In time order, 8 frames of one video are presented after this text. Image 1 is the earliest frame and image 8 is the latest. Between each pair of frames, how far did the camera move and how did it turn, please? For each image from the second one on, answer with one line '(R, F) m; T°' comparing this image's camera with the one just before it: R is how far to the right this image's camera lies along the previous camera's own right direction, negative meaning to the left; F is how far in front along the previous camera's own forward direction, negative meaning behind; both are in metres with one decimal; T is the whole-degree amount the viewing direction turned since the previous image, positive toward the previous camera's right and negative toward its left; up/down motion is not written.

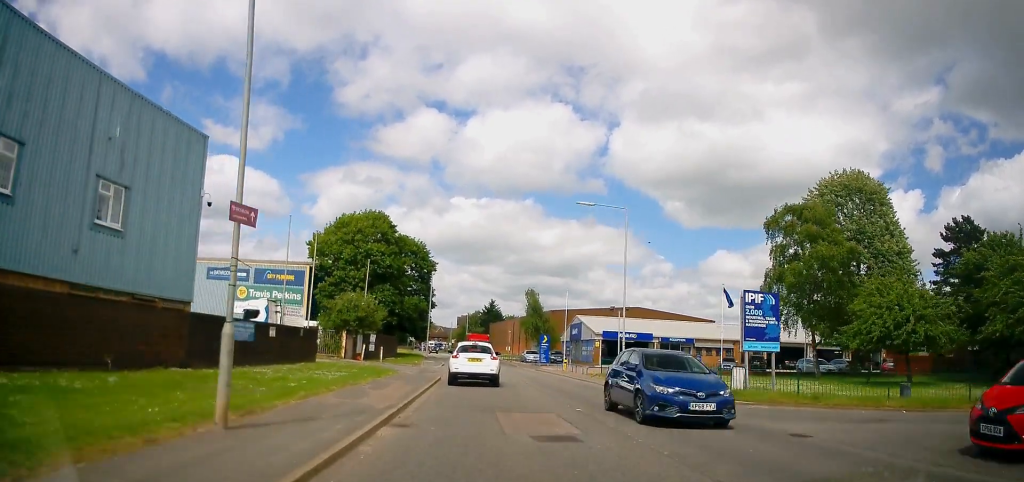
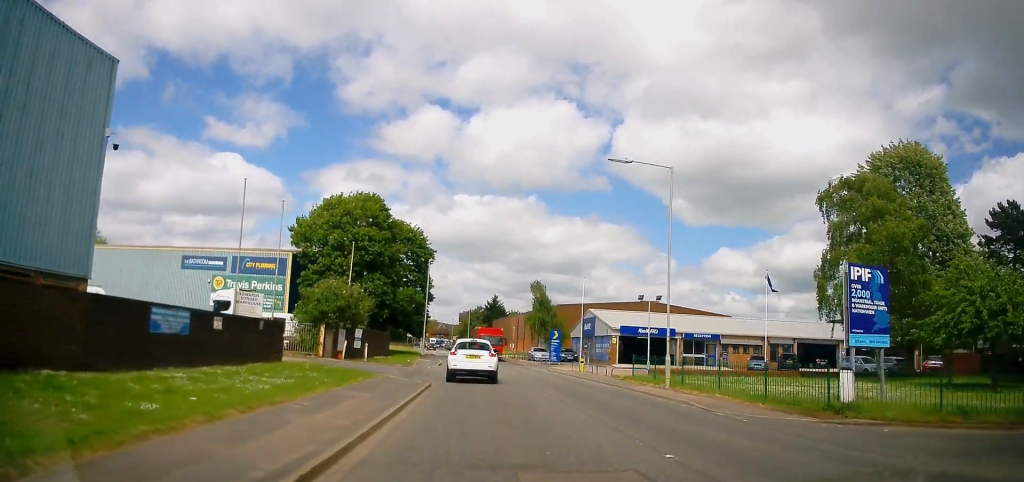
(+0.2, +6.1) m; -1°
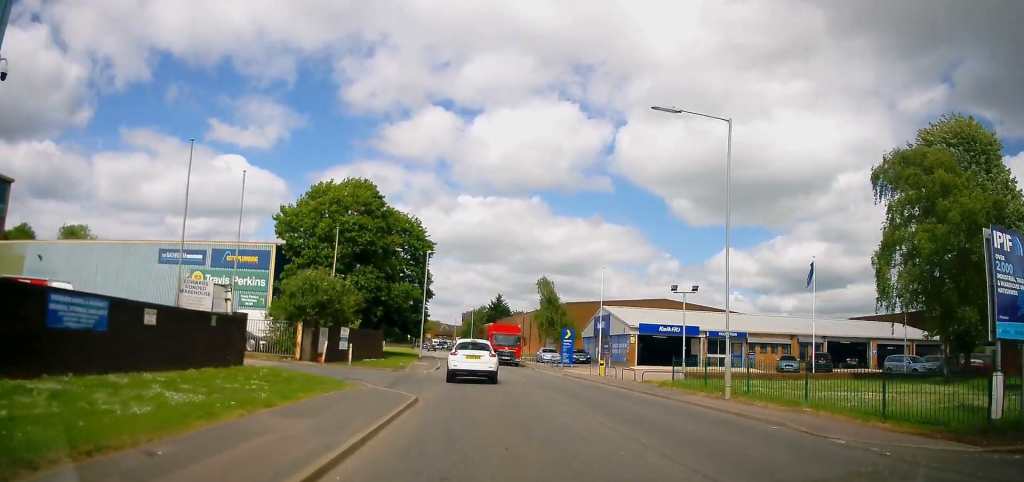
(-0.3, +5.0) m; 0°
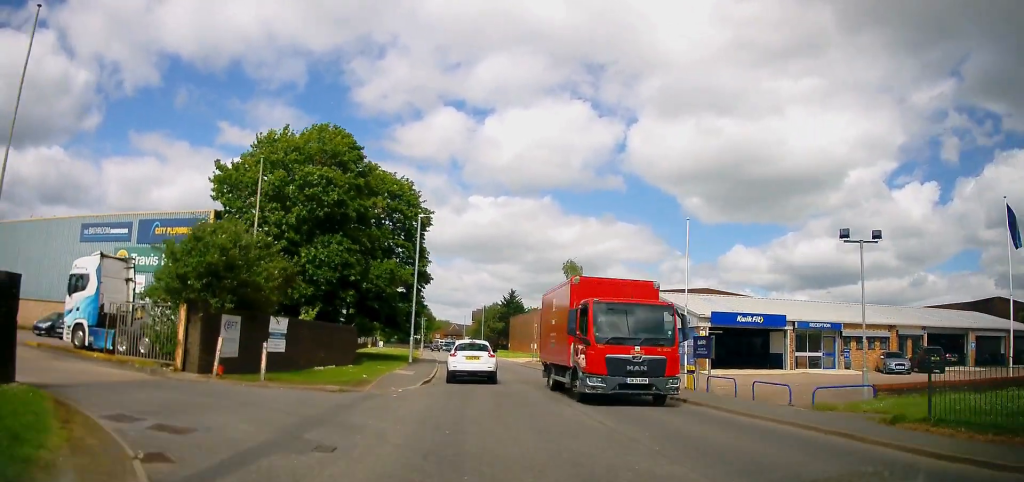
(+0.3, +12.8) m; +1°
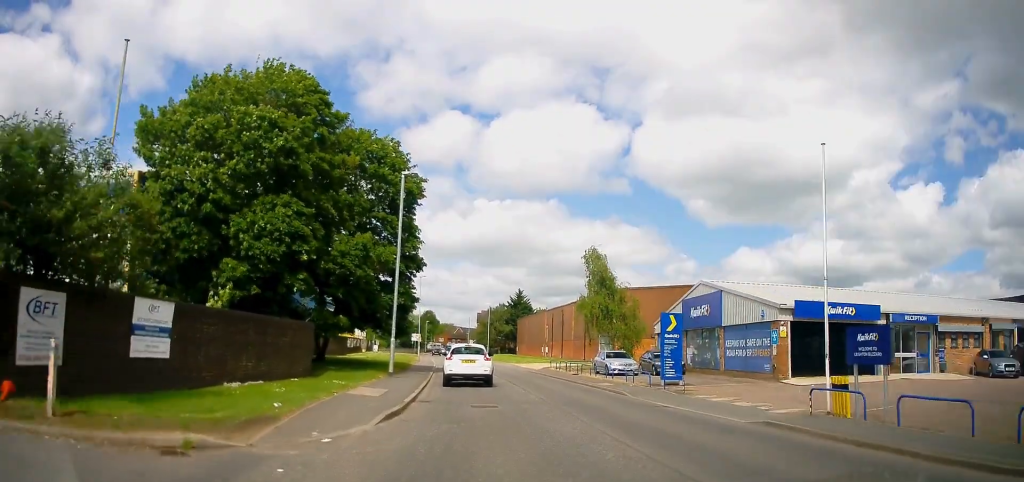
(-0.3, +8.9) m; -2°
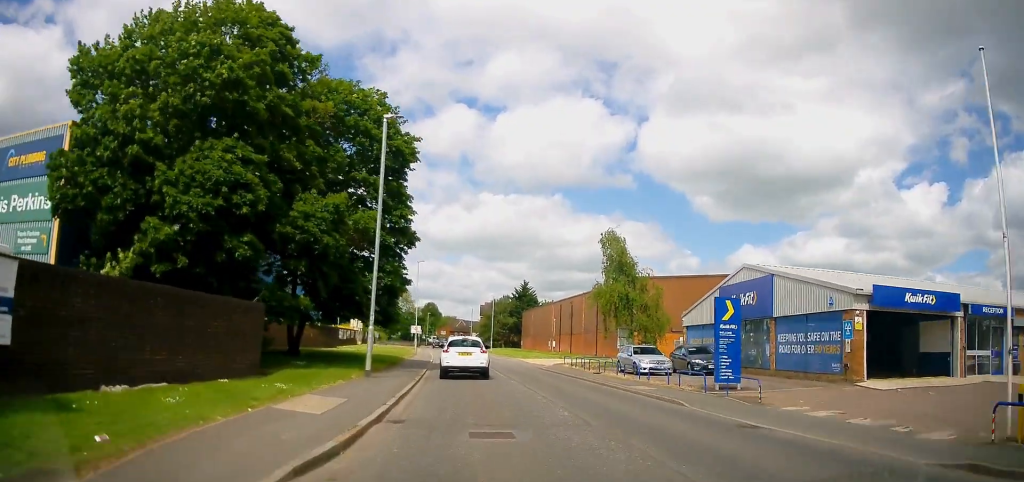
(0.0, +5.5) m; -1°
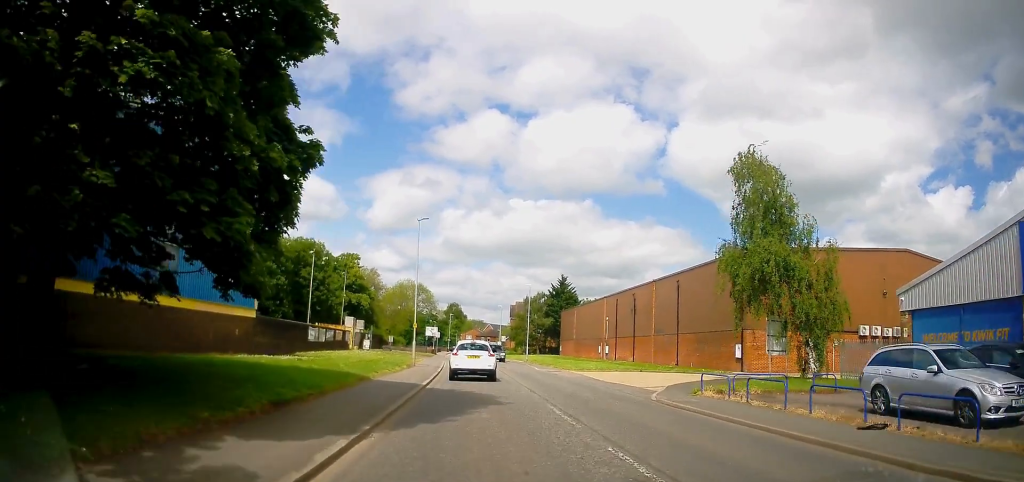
(-0.7, +19.4) m; -2°
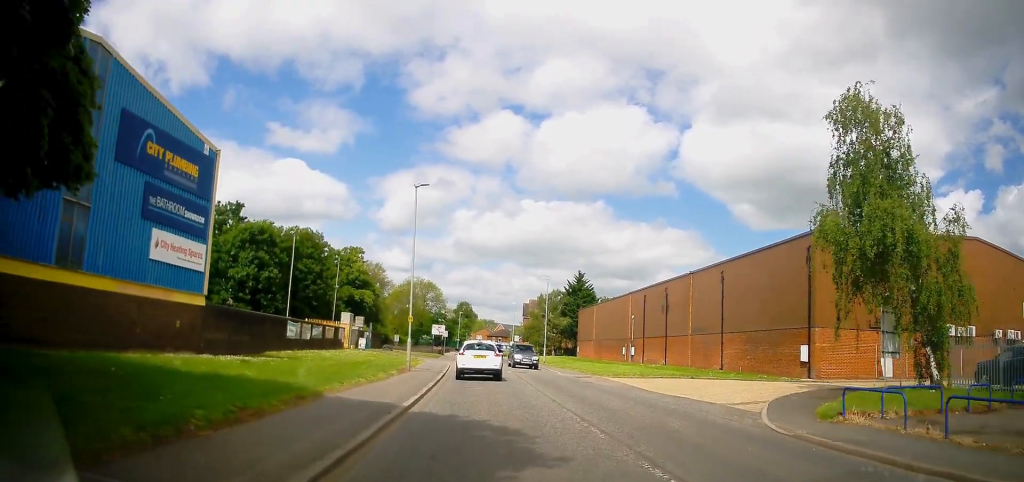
(0.0, +7.0) m; 0°
